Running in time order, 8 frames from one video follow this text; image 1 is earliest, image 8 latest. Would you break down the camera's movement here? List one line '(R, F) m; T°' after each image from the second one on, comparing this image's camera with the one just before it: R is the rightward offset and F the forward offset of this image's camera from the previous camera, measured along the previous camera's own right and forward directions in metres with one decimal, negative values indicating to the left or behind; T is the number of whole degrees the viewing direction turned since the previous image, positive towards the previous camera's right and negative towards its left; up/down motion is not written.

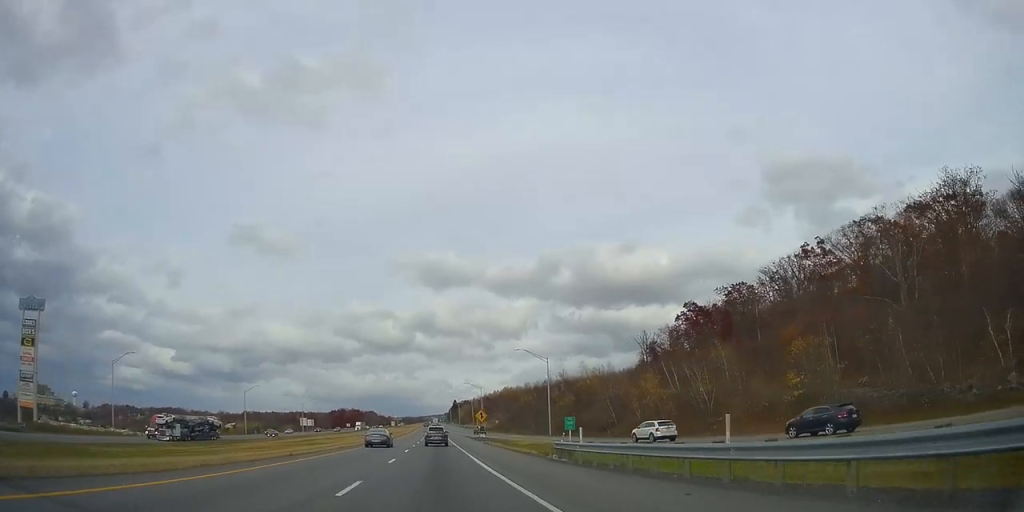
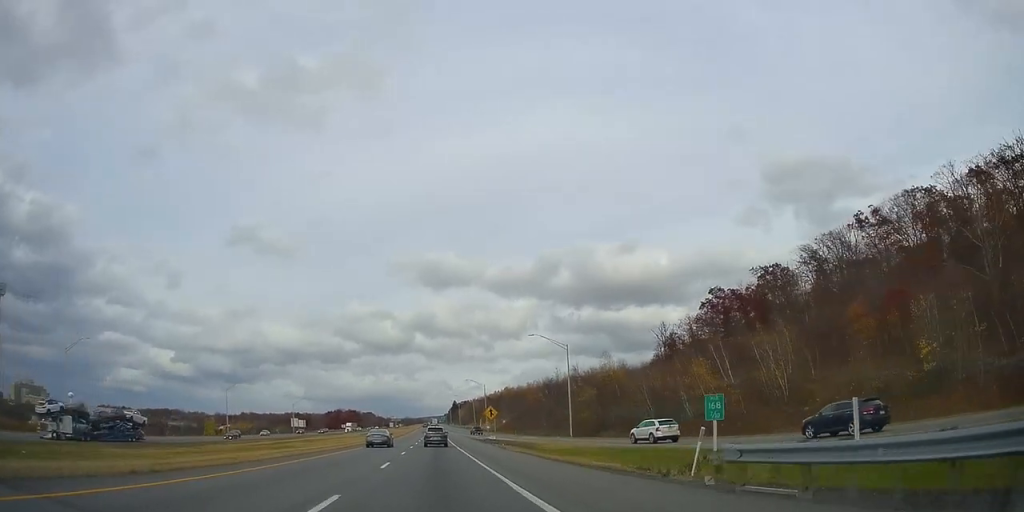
(+0.2, +15.3) m; 0°
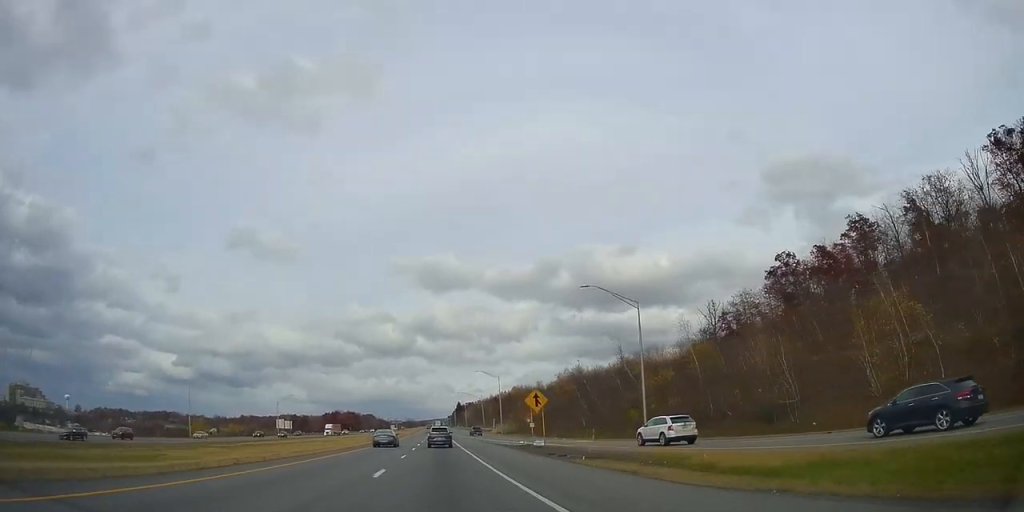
(+0.2, +28.1) m; +1°
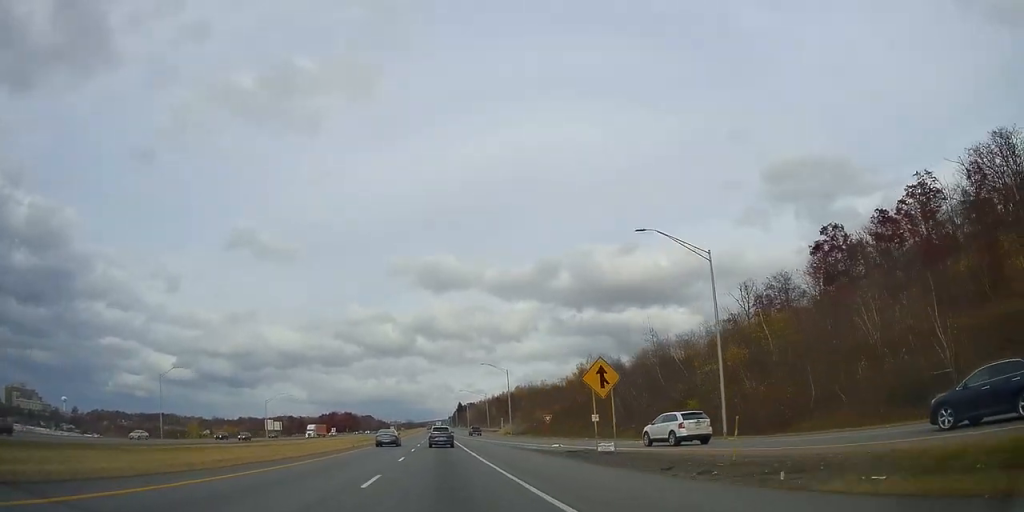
(0.0, +15.3) m; 0°
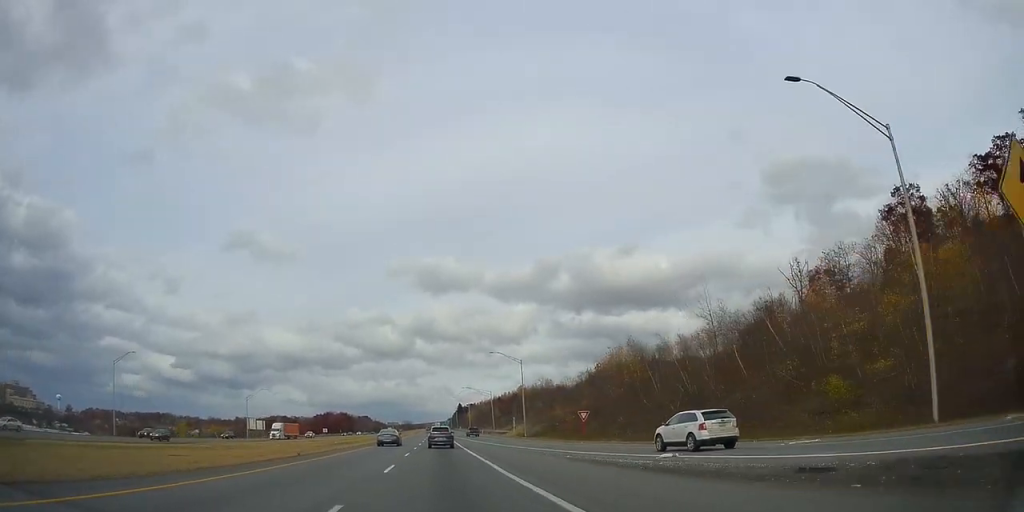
(+0.3, +19.2) m; 0°
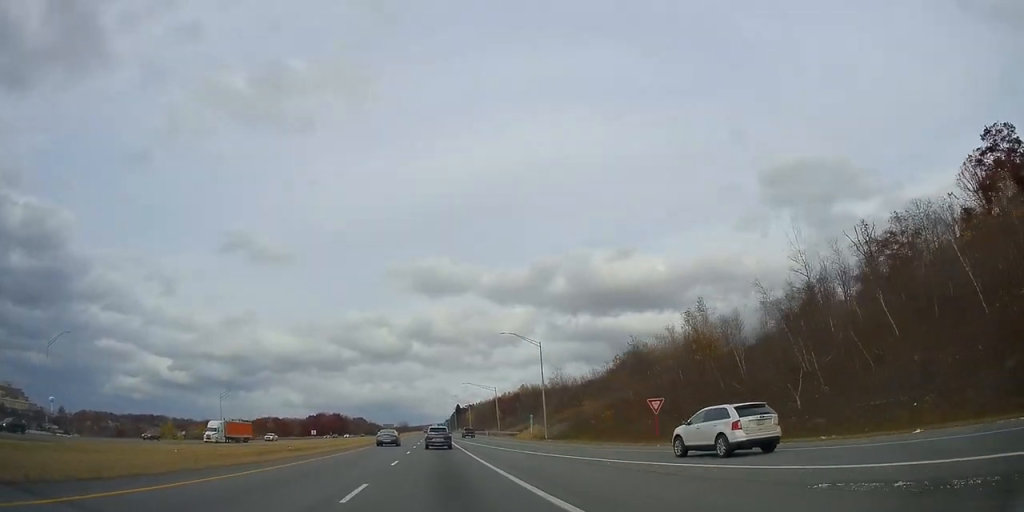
(-0.1, +20.2) m; 0°
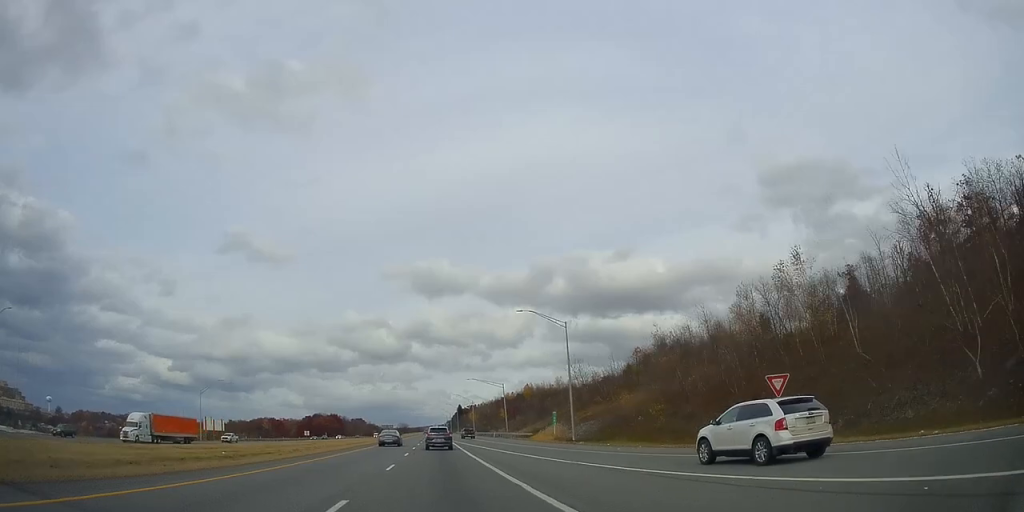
(-0.2, +14.8) m; 0°
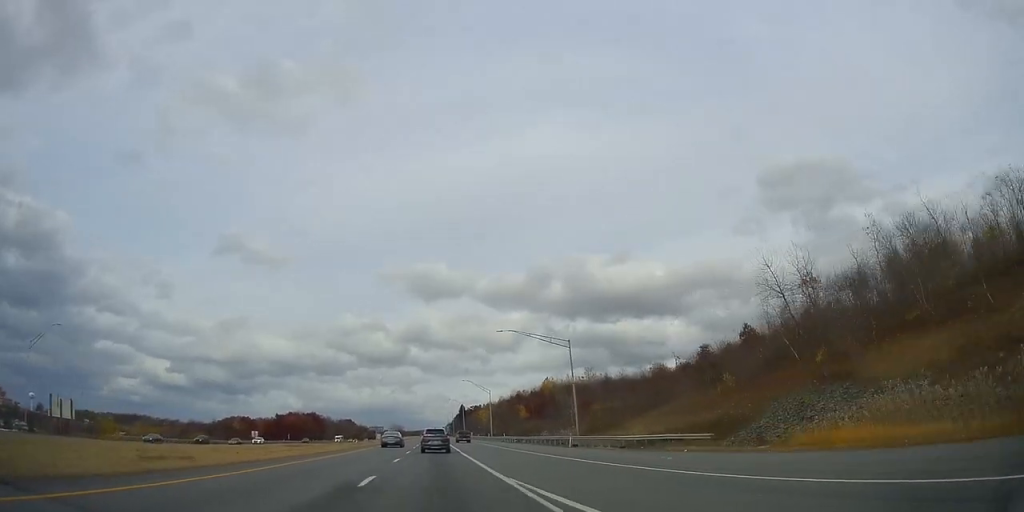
(0.0, +67.5) m; 0°
